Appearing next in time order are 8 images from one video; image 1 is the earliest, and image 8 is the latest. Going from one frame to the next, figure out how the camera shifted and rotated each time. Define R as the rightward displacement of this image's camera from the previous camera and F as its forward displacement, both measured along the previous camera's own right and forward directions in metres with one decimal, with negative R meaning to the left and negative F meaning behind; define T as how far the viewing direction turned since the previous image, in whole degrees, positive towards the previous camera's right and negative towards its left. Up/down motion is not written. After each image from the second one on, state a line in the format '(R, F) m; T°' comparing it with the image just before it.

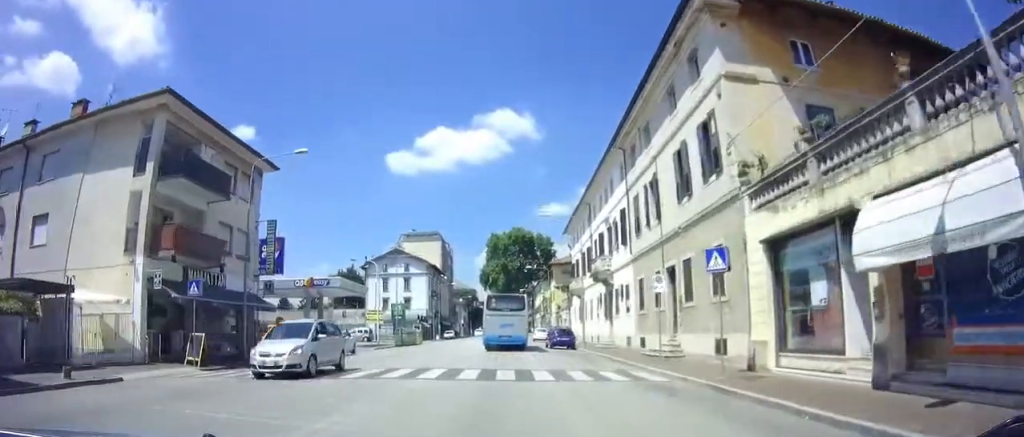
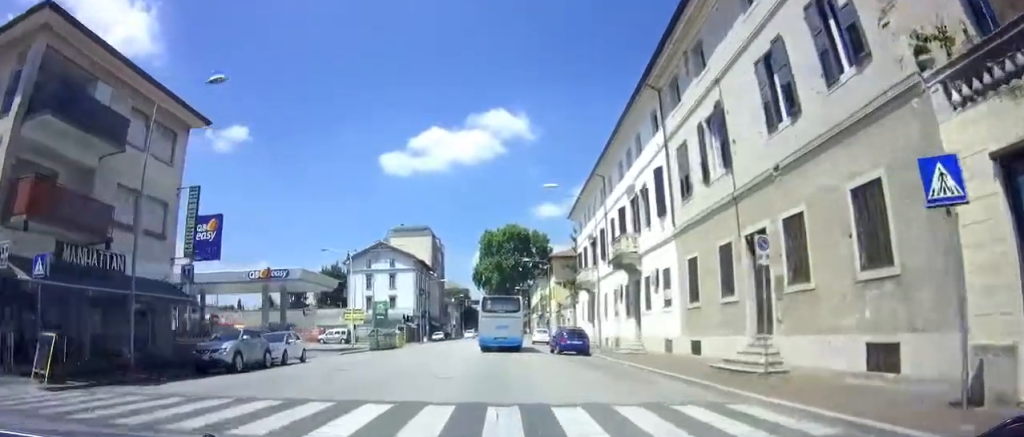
(0.0, +7.7) m; 0°
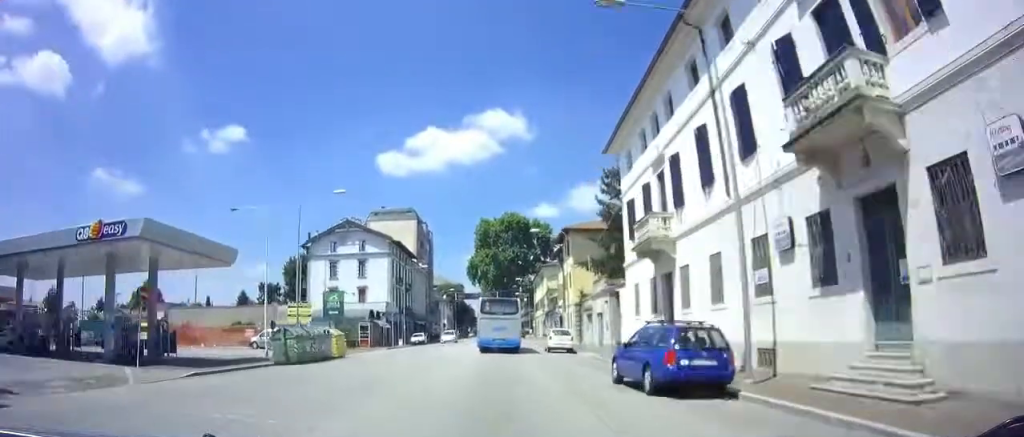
(+0.1, +18.0) m; 0°
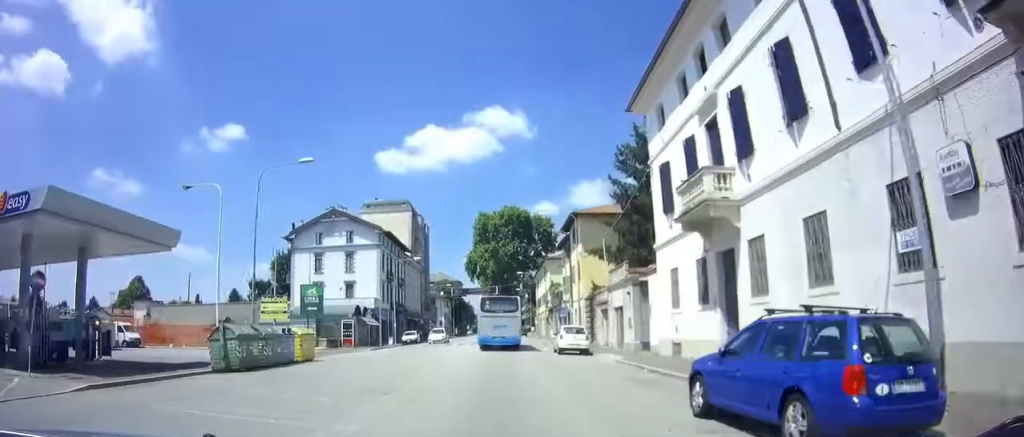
(0.0, +5.6) m; 0°
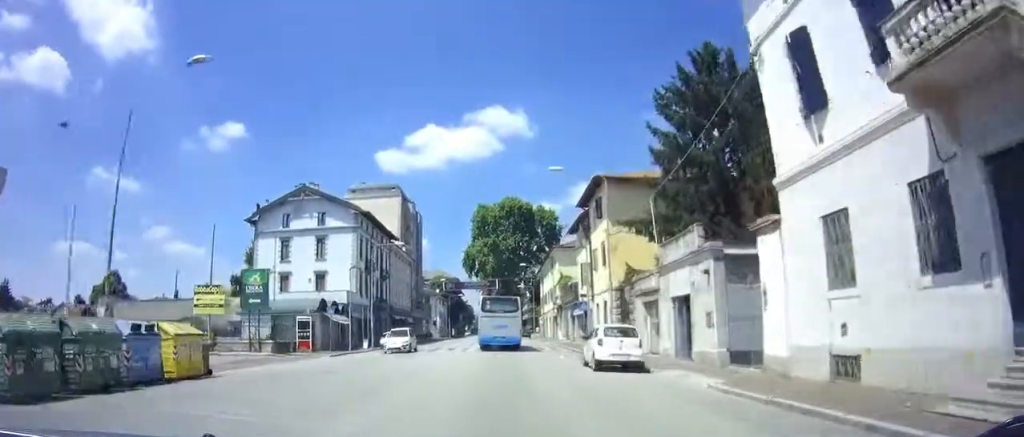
(0.0, +10.7) m; 0°
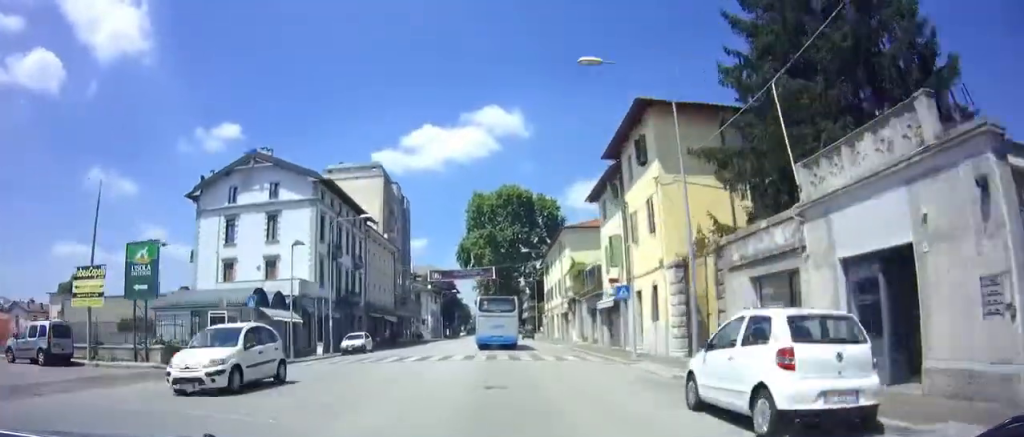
(0.0, +10.5) m; 0°
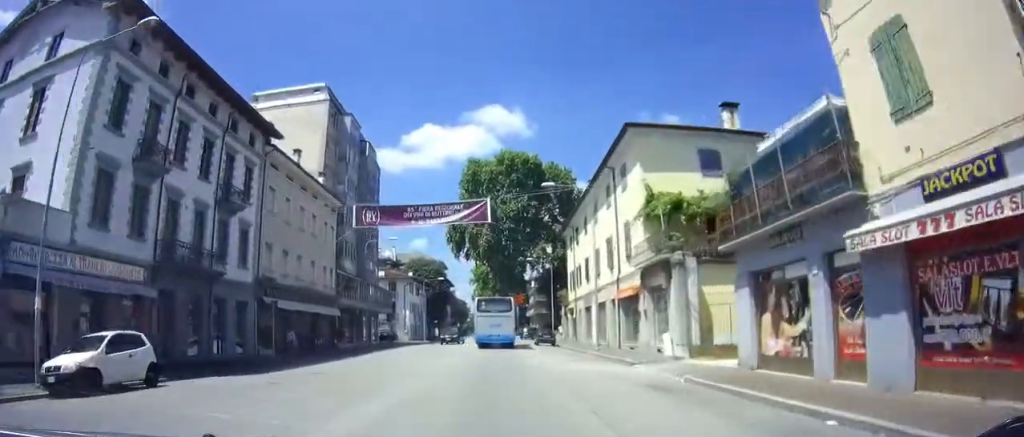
(0.0, +24.9) m; 0°
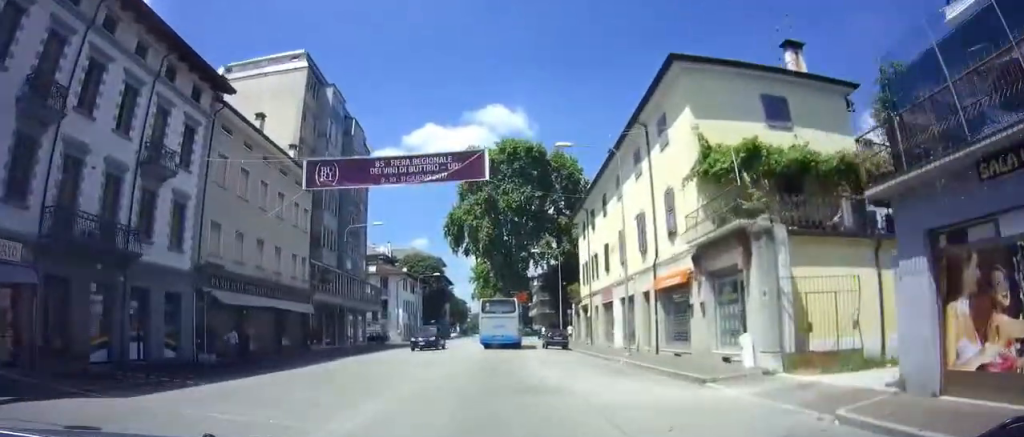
(0.0, +7.0) m; 0°
